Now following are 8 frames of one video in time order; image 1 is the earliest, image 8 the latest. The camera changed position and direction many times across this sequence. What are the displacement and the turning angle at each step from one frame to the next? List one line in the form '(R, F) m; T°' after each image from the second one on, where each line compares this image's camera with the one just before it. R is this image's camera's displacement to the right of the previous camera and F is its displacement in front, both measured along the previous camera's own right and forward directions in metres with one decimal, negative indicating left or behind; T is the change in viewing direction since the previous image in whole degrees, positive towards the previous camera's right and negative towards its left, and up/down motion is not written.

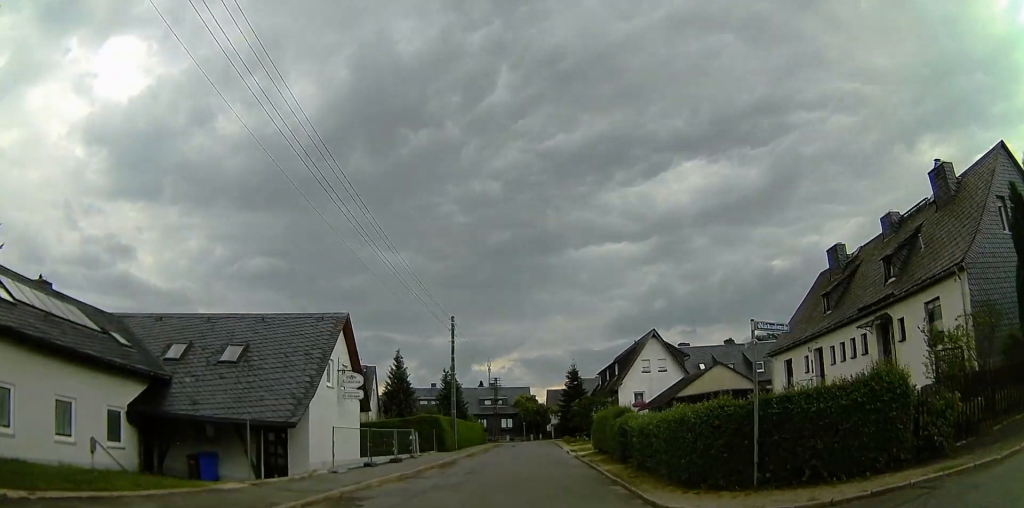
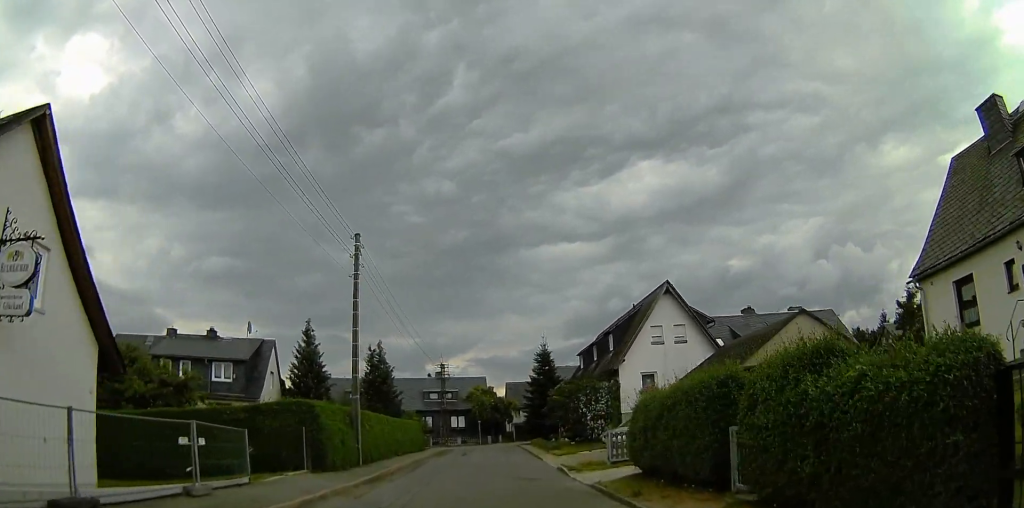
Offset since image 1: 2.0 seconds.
(0.0, +12.4) m; 0°
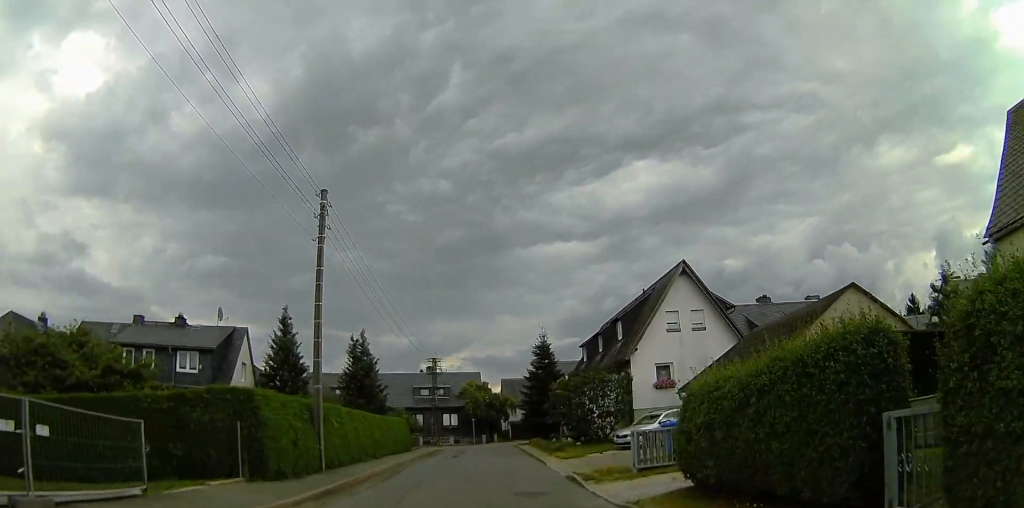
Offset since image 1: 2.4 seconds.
(0.0, +3.8) m; 0°
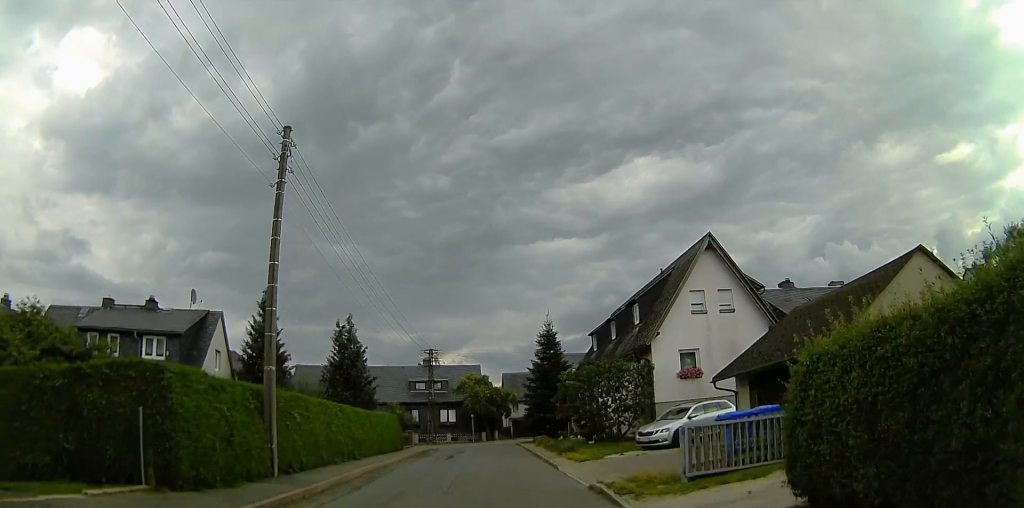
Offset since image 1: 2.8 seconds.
(0.0, +3.6) m; 0°
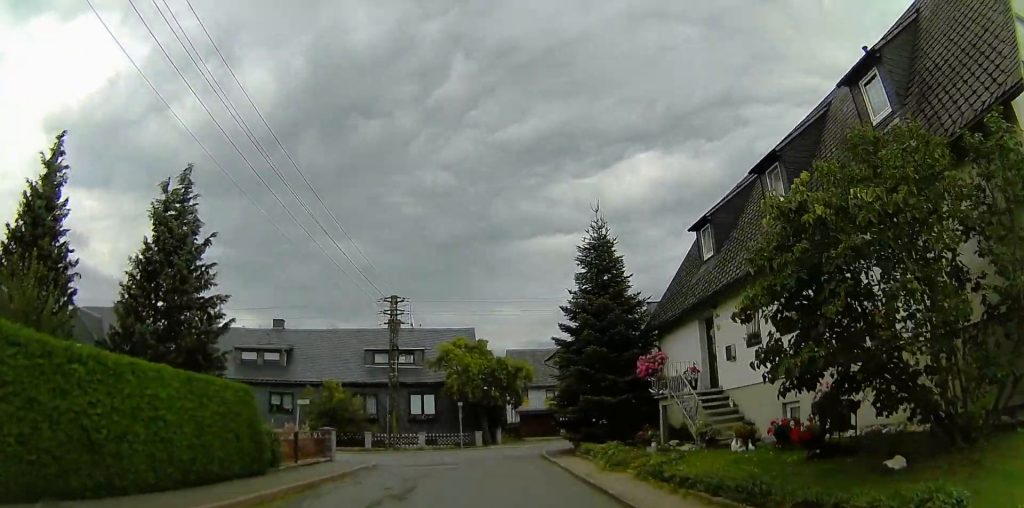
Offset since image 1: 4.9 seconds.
(+1.5, +21.2) m; +1°
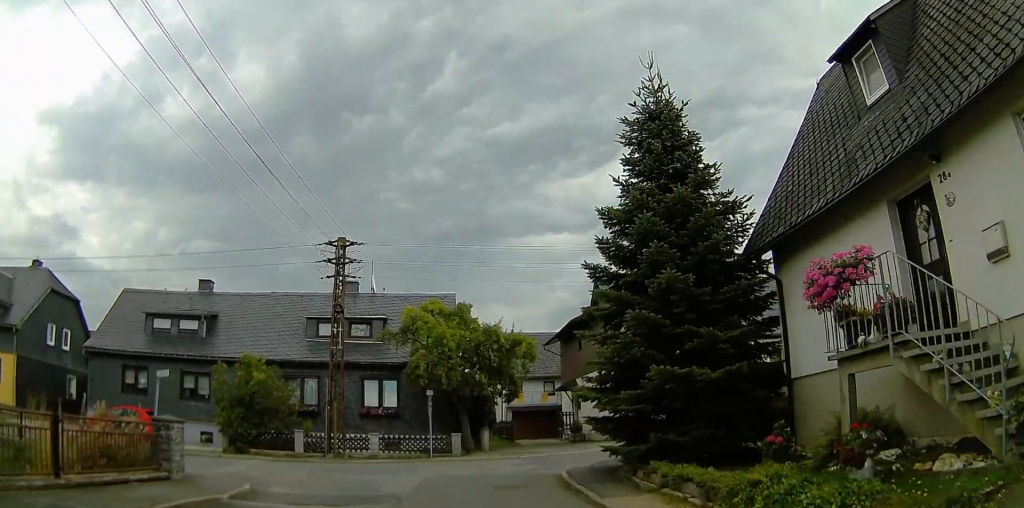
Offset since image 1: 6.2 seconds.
(-1.3, +10.4) m; -2°
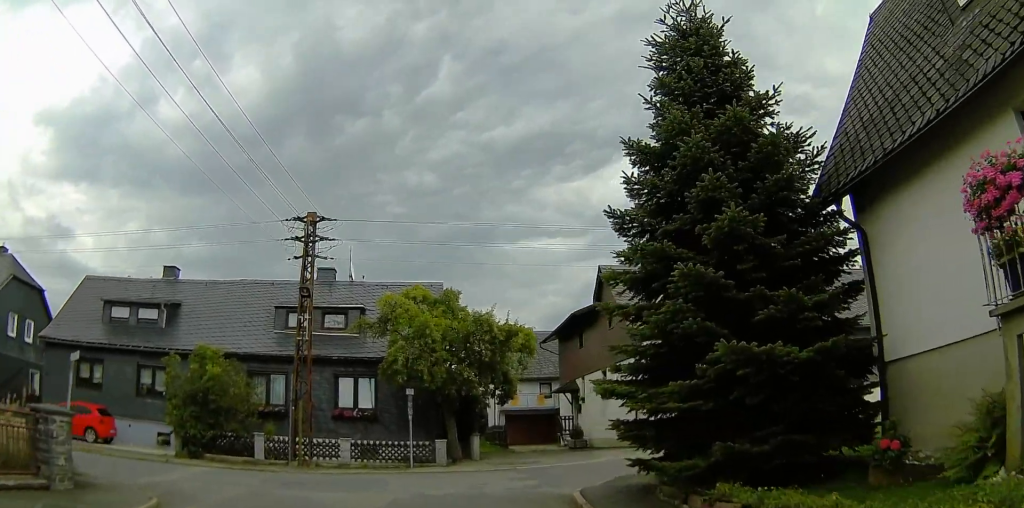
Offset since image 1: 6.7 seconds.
(+0.5, +3.2) m; +6°
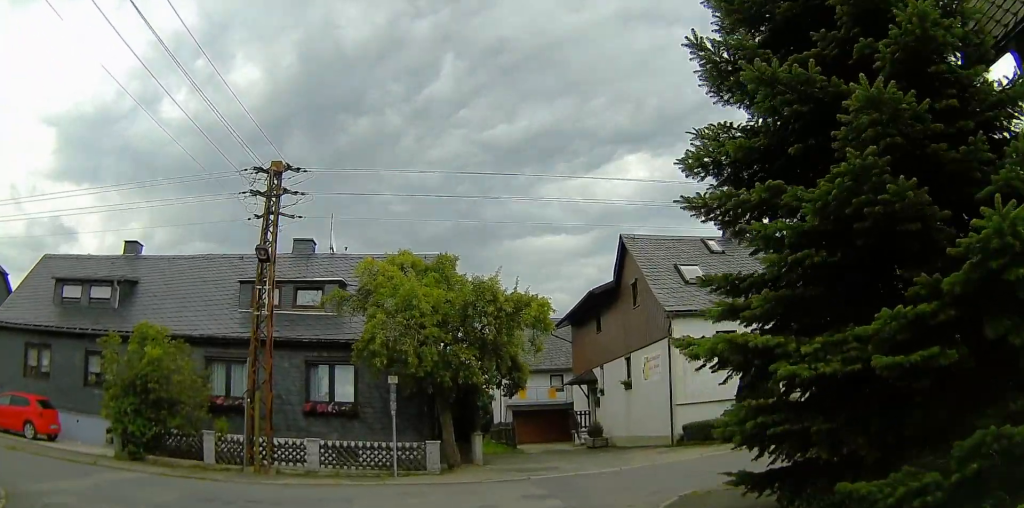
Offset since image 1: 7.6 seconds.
(+0.3, +4.3) m; +4°
